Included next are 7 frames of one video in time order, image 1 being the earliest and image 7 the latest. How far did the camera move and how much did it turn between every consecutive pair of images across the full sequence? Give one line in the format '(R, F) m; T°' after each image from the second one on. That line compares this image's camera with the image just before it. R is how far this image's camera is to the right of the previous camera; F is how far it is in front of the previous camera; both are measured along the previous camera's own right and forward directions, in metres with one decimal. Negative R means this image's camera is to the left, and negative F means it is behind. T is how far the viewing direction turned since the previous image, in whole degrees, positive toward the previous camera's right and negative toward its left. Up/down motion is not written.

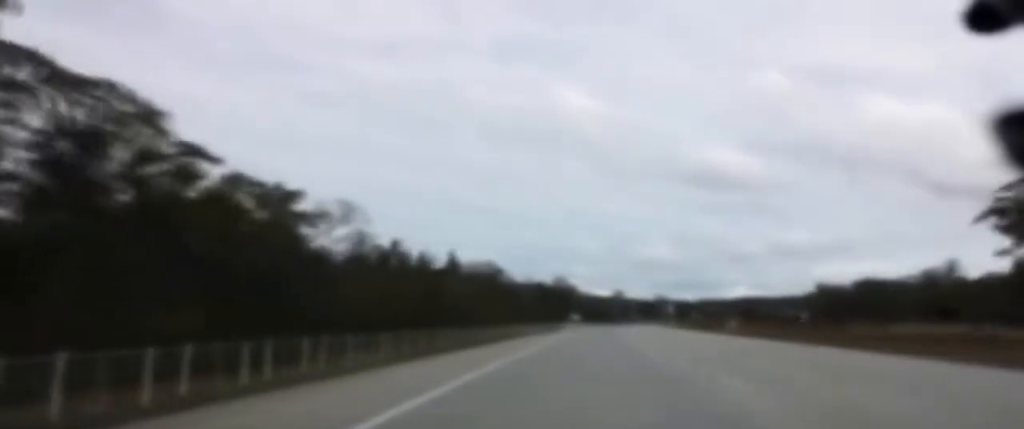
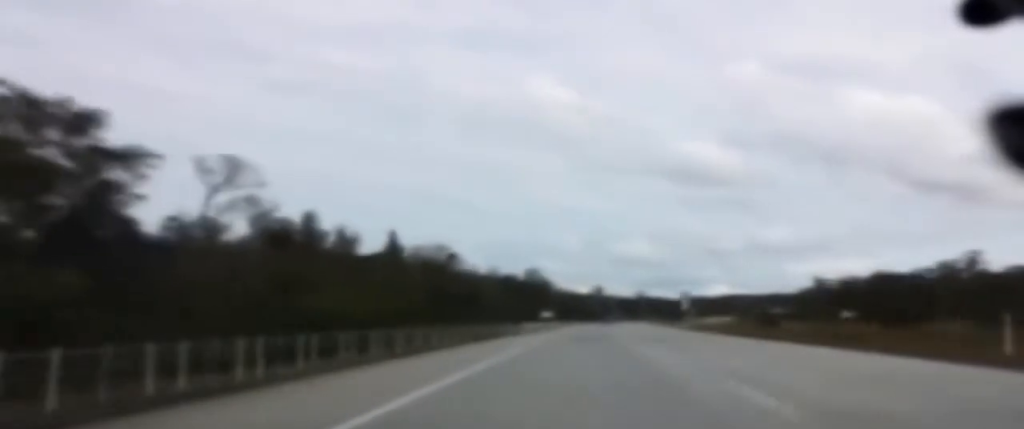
(+0.5, +38.2) m; +2°
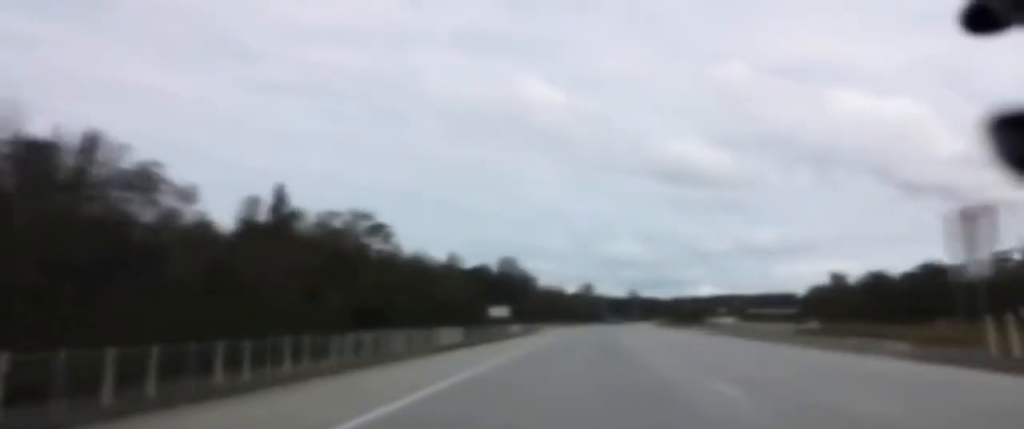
(+0.7, +57.5) m; +1°
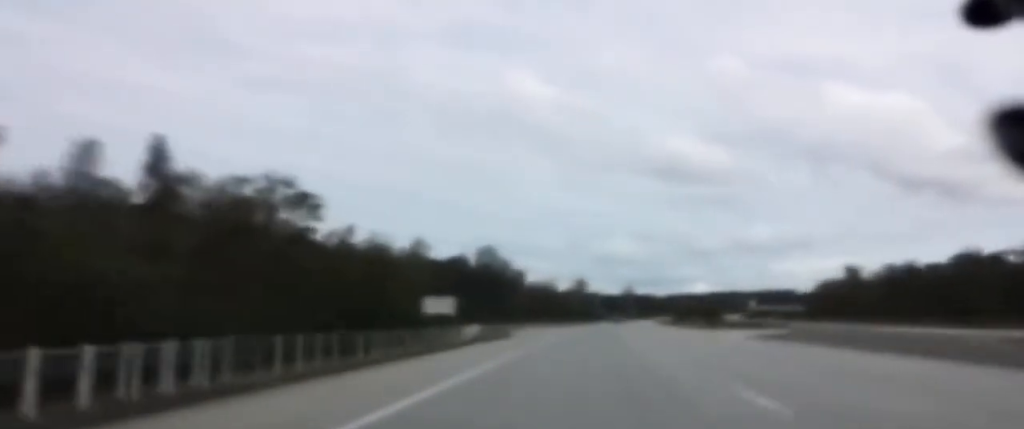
(0.0, +25.3) m; +1°
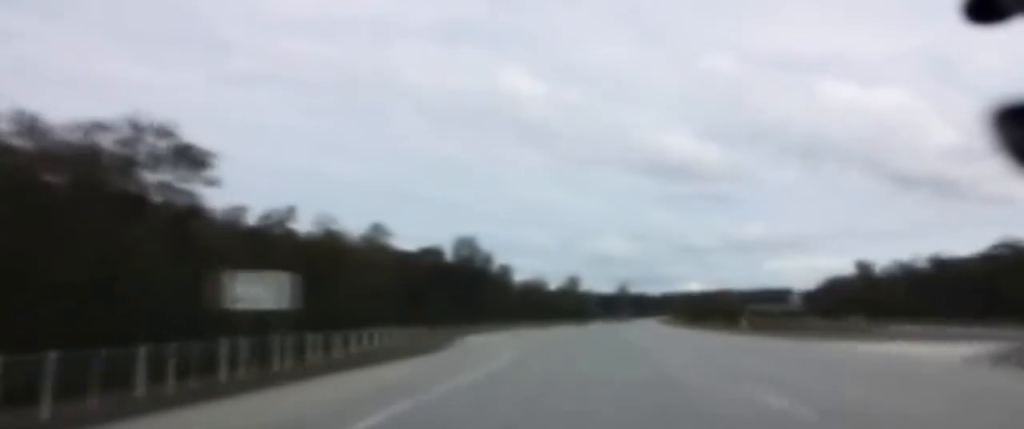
(+0.3, +24.4) m; +1°
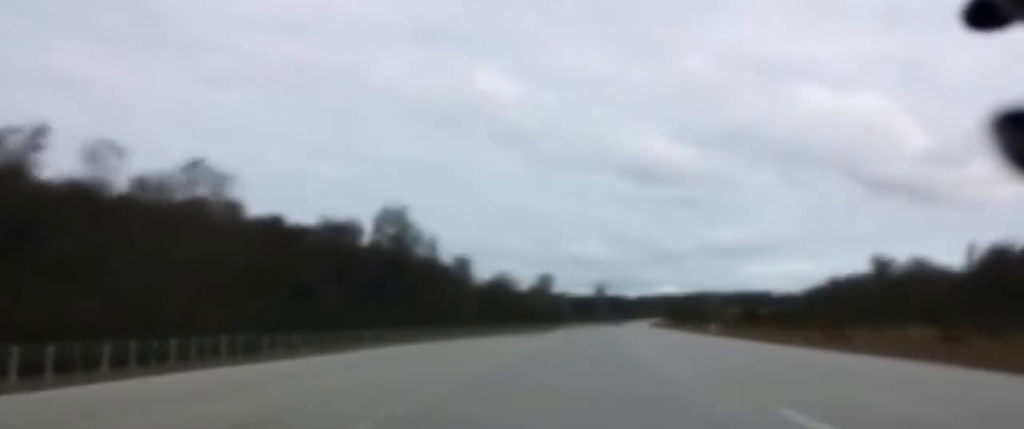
(+0.3, +49.8) m; +1°
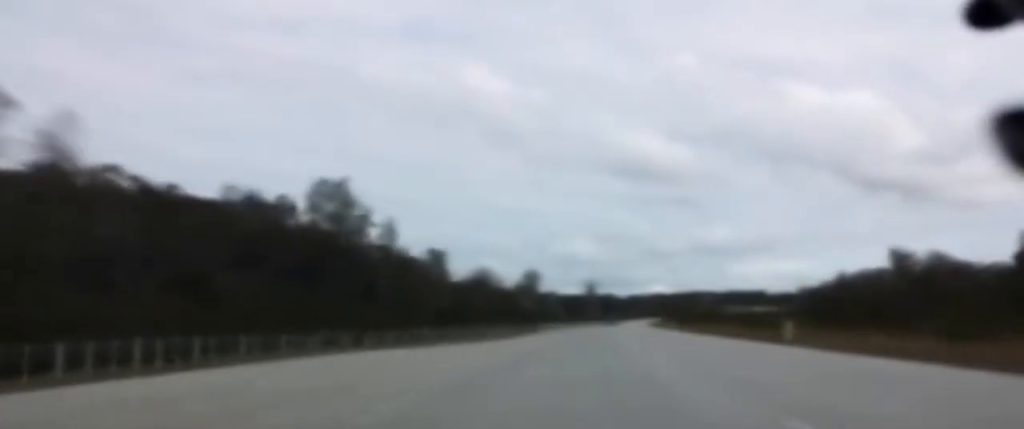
(+0.1, +25.4) m; 0°
